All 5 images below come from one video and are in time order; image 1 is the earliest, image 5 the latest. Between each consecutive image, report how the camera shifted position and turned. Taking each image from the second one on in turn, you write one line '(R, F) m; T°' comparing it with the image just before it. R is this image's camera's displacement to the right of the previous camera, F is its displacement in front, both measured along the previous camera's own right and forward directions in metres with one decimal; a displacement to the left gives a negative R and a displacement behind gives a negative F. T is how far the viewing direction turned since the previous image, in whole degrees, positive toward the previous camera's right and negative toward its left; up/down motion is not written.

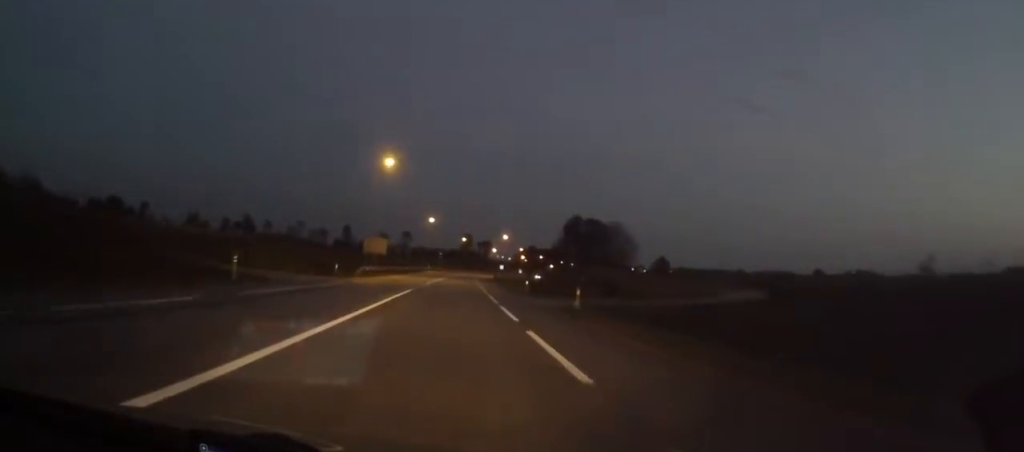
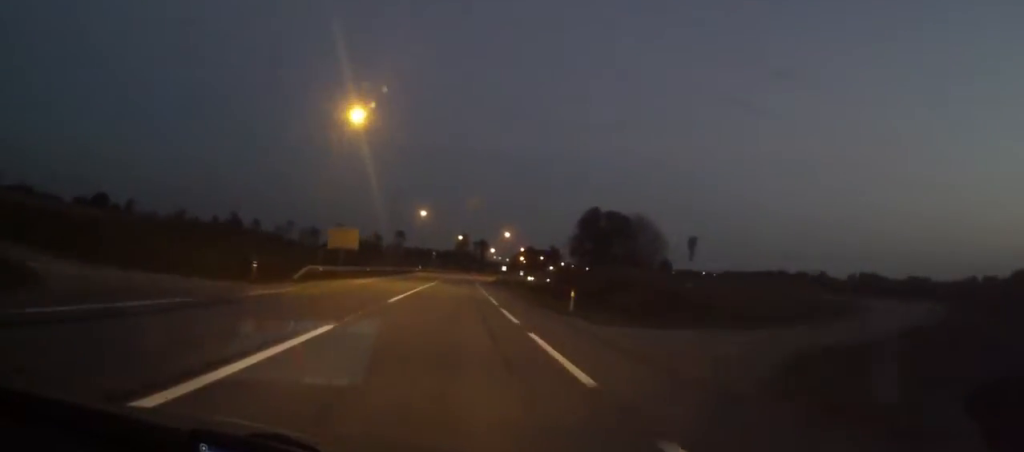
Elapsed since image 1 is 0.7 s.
(+0.1, +18.0) m; 0°
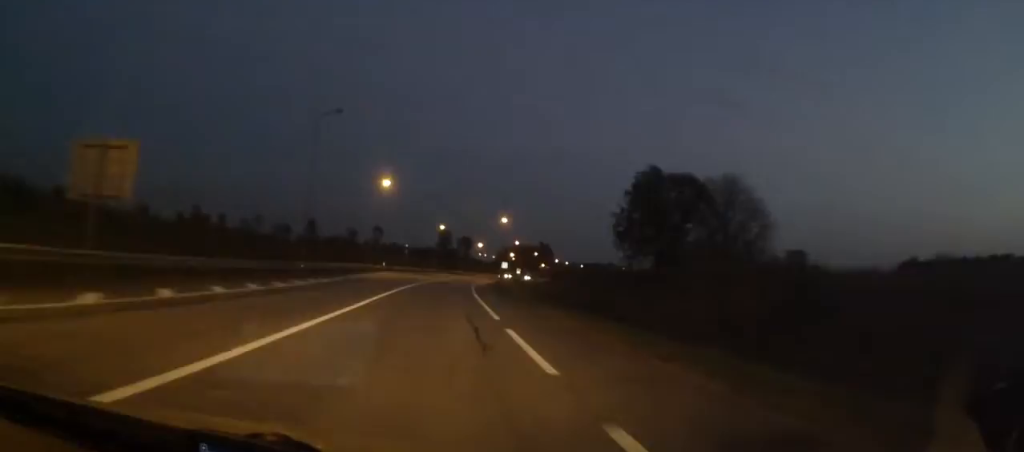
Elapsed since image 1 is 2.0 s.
(-0.2, +35.8) m; 0°
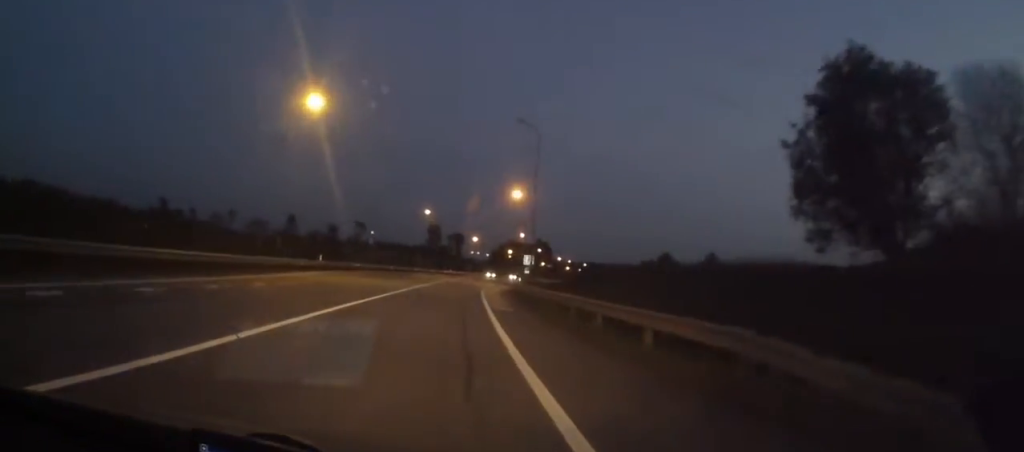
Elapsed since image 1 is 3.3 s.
(+0.5, +34.8) m; +1°
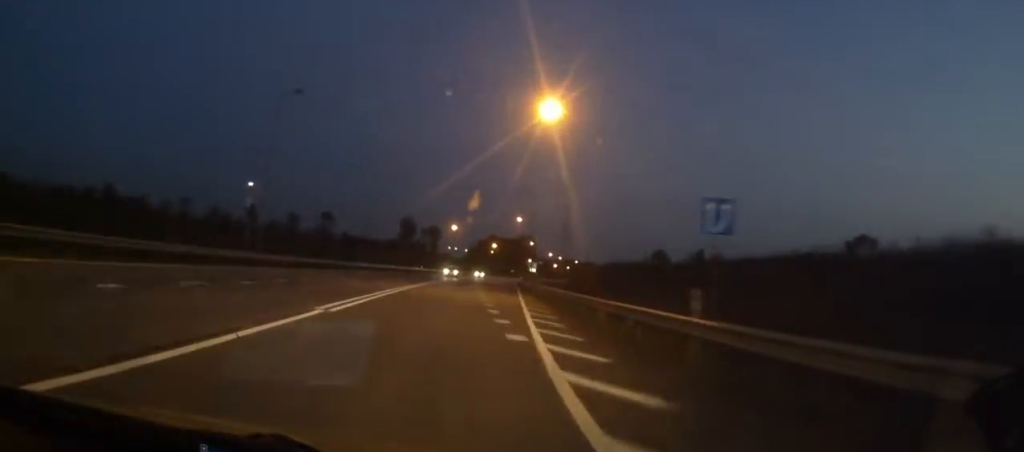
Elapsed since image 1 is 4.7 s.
(+0.3, +37.3) m; +1°
